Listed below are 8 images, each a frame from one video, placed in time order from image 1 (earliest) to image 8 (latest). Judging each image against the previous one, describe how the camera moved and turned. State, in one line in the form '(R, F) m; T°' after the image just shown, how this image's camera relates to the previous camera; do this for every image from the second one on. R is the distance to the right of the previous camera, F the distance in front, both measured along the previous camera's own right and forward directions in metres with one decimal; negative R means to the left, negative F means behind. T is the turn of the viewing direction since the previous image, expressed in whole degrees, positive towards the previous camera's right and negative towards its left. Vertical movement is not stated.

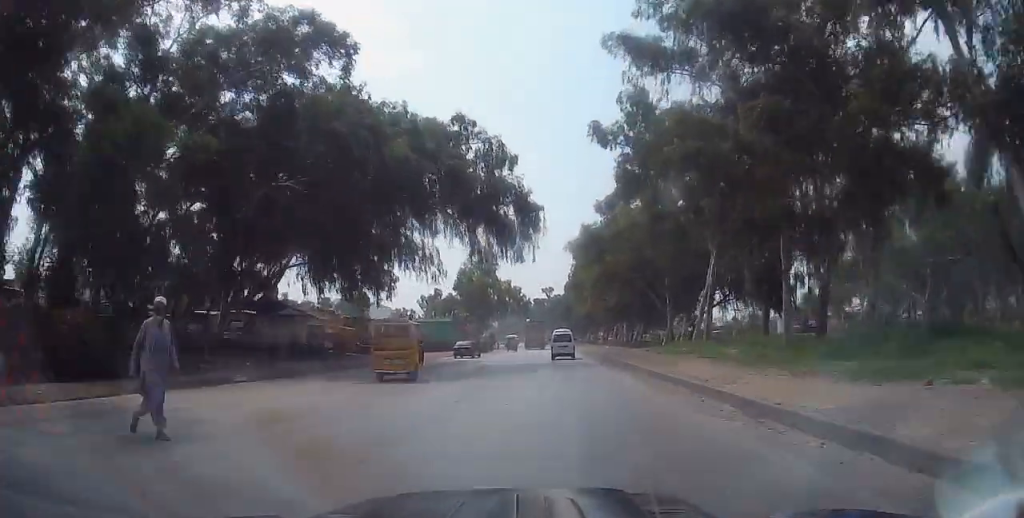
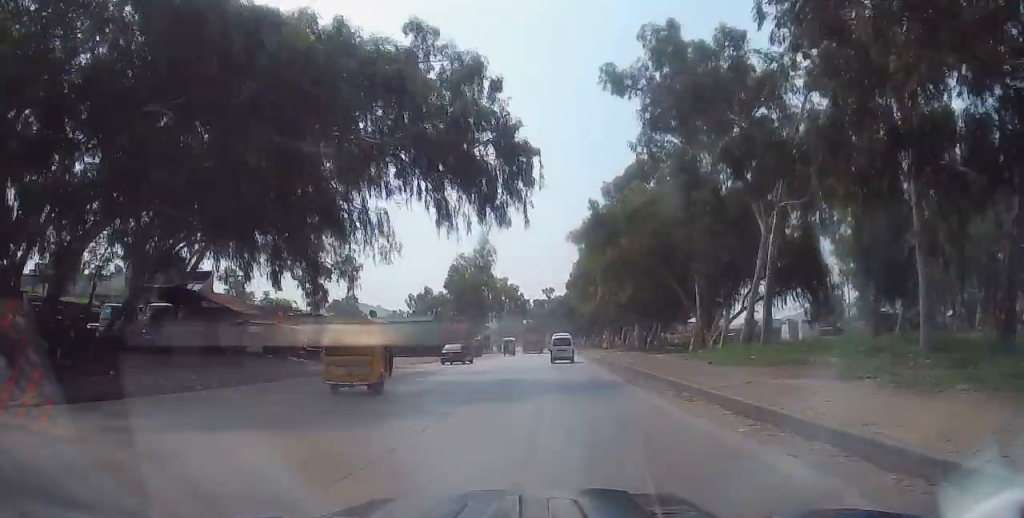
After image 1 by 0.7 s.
(-0.1, +10.9) m; -1°
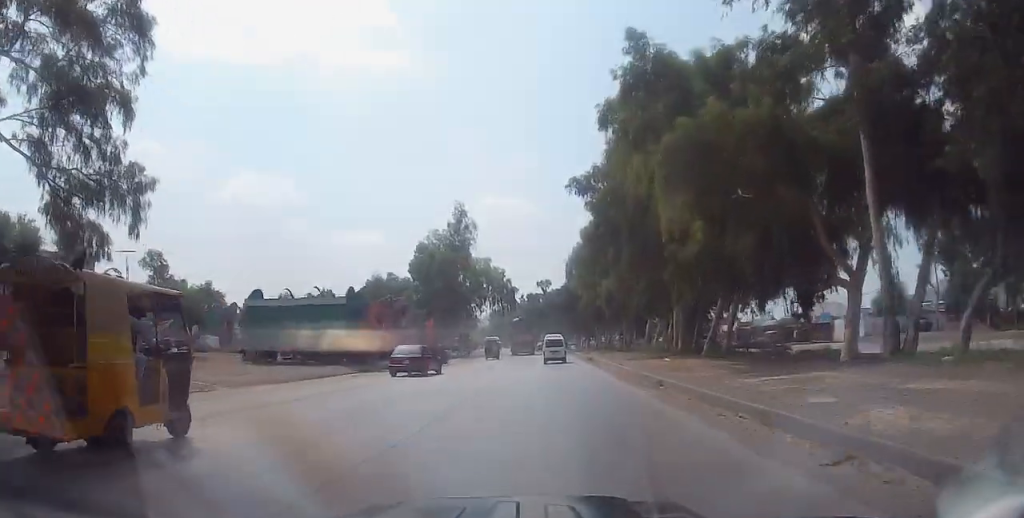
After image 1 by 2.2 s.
(+0.5, +24.5) m; +2°
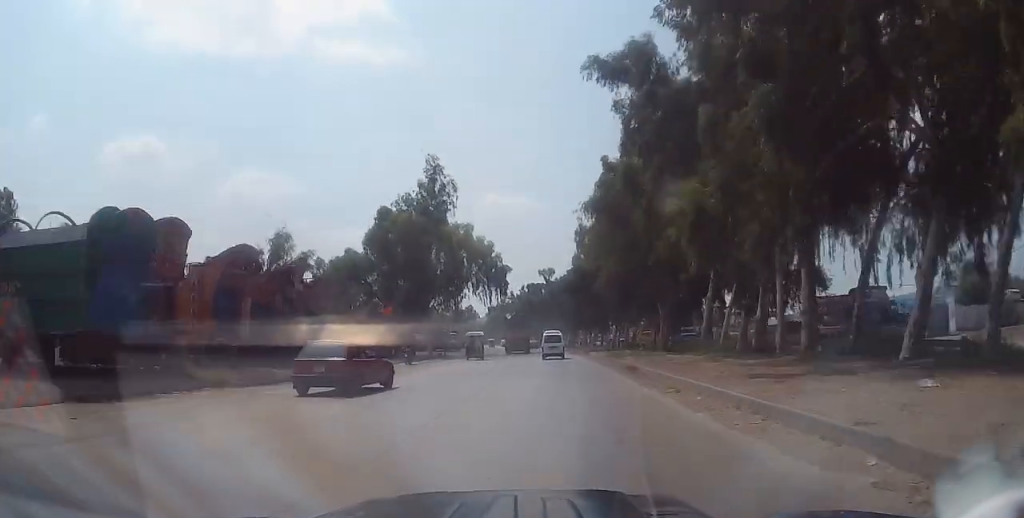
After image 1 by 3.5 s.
(+0.2, +21.1) m; -1°
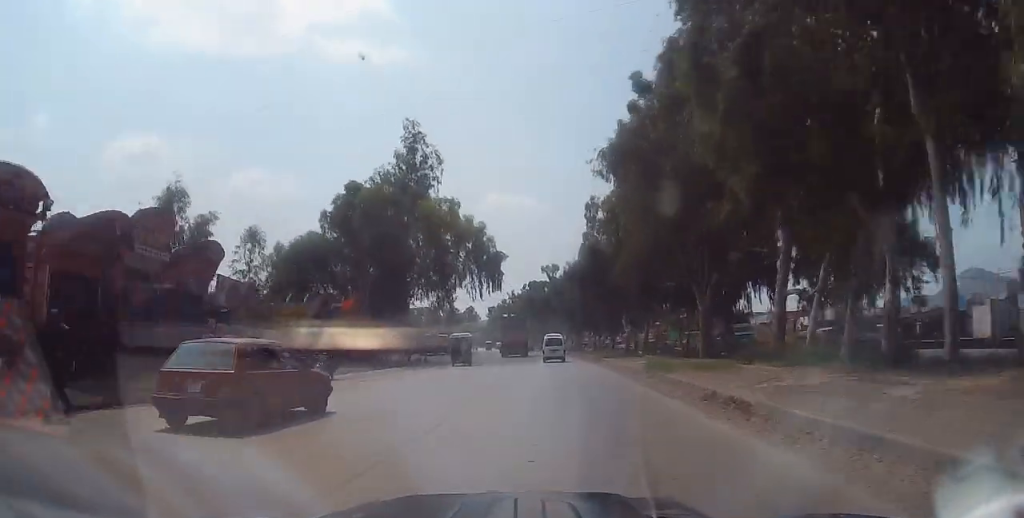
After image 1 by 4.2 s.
(-0.2, +11.5) m; -1°
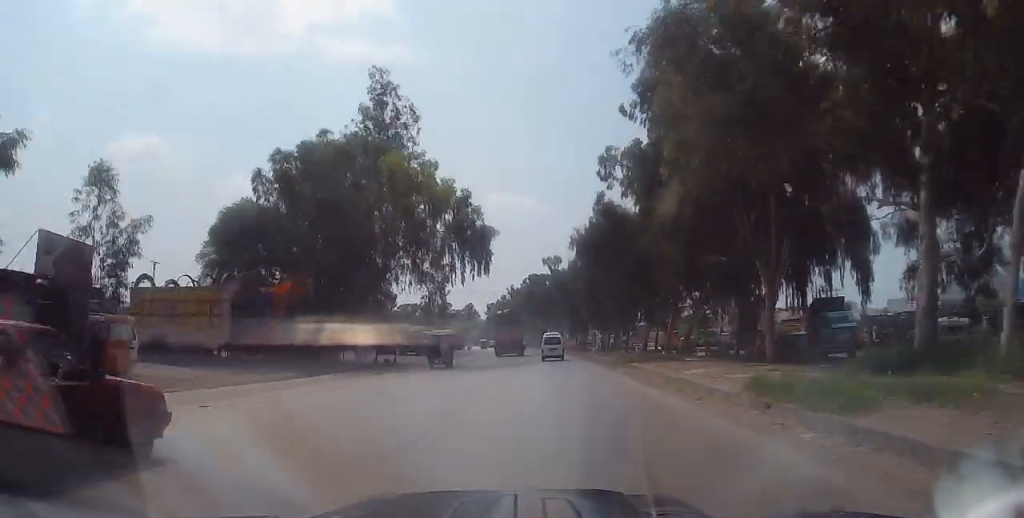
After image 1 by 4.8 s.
(-0.1, +10.9) m; -1°
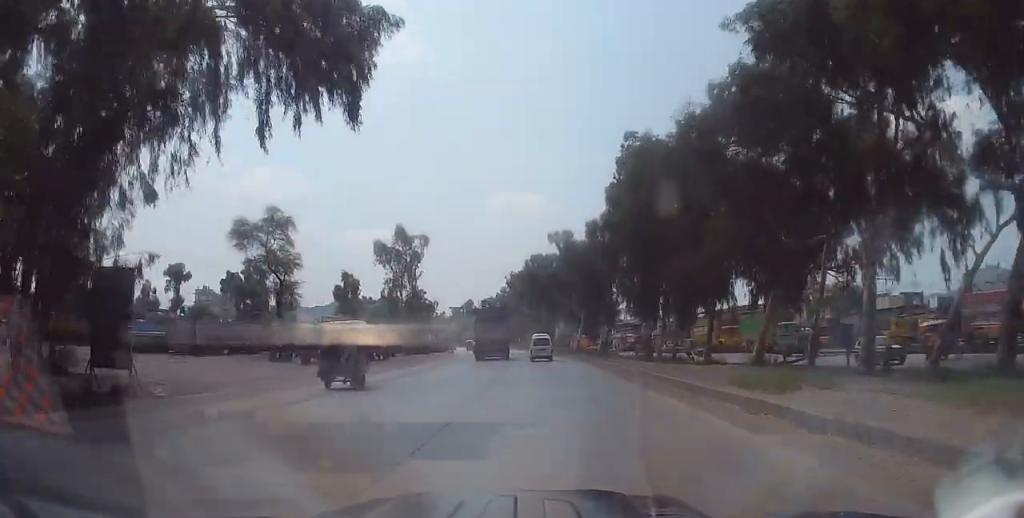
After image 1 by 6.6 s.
(+0.1, +28.8) m; +2°
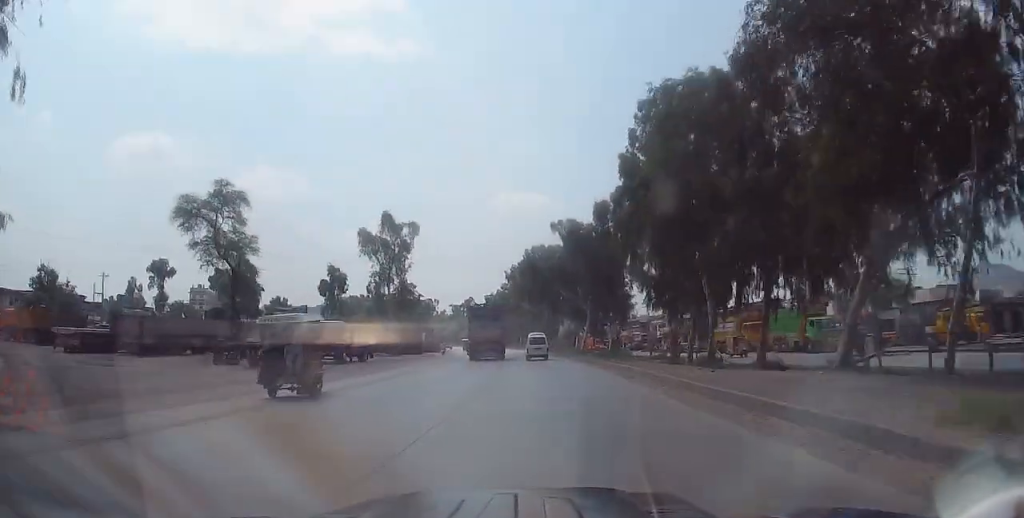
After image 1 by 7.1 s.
(+0.2, +7.5) m; 0°
